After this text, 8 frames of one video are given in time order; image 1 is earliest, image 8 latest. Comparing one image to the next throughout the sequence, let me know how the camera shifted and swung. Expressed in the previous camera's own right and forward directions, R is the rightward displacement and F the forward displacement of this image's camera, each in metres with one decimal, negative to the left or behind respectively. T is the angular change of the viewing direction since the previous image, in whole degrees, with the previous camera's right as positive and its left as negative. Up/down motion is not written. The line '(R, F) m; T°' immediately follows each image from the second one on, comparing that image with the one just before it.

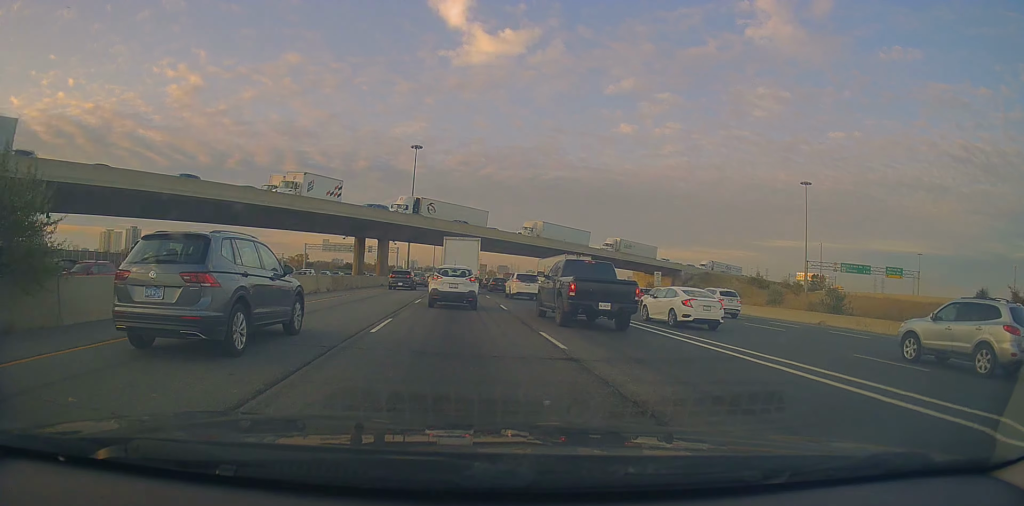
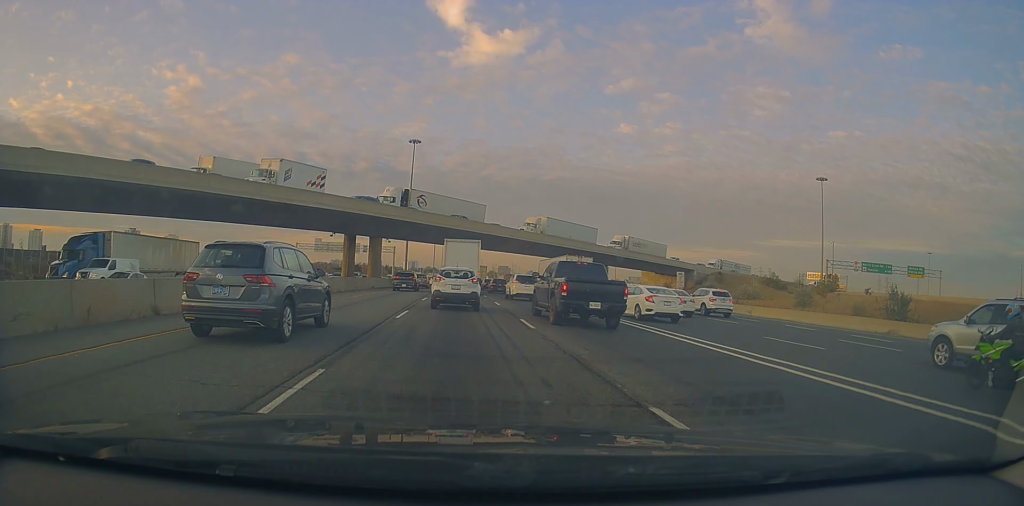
(-0.1, +7.6) m; -2°
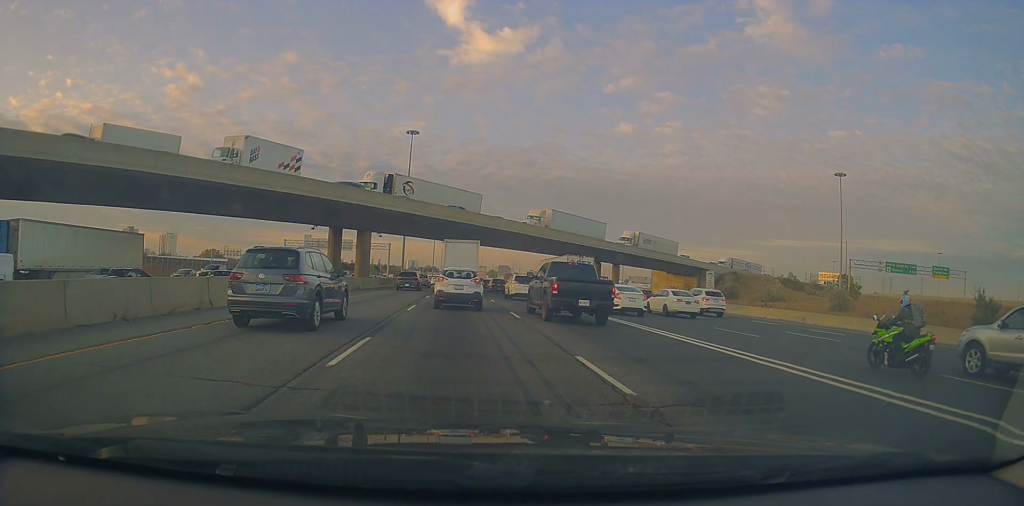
(-0.4, +8.3) m; -1°
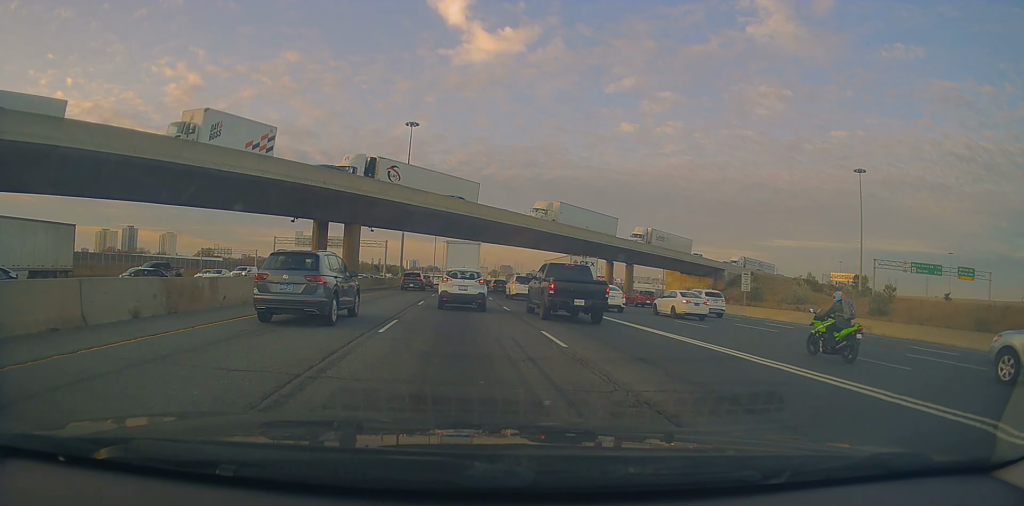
(+0.2, +7.4) m; +1°
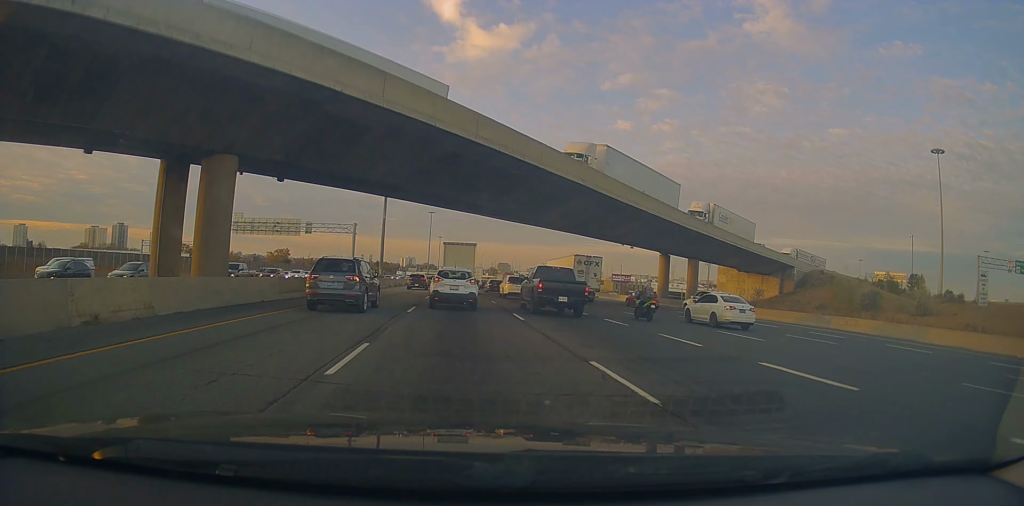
(+0.7, +29.0) m; 0°
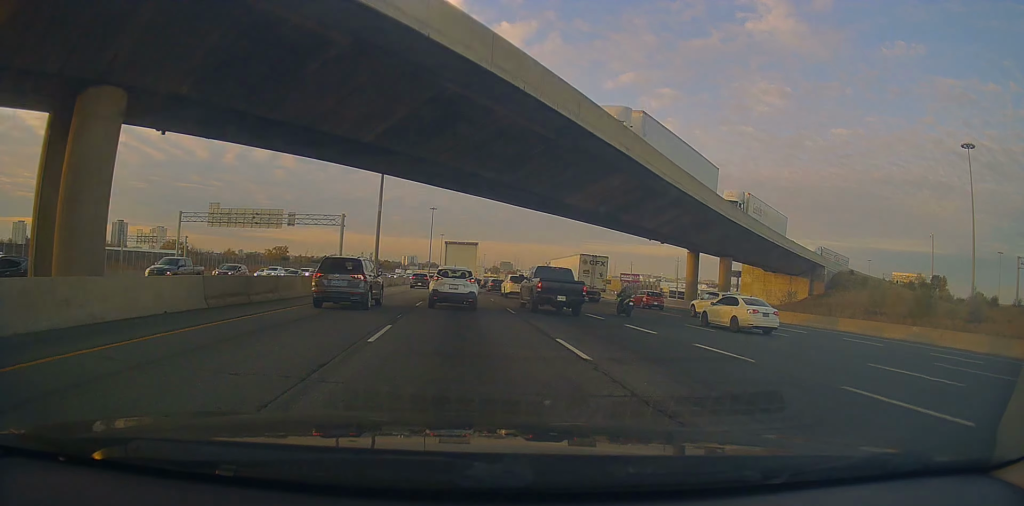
(-0.3, +8.5) m; -1°
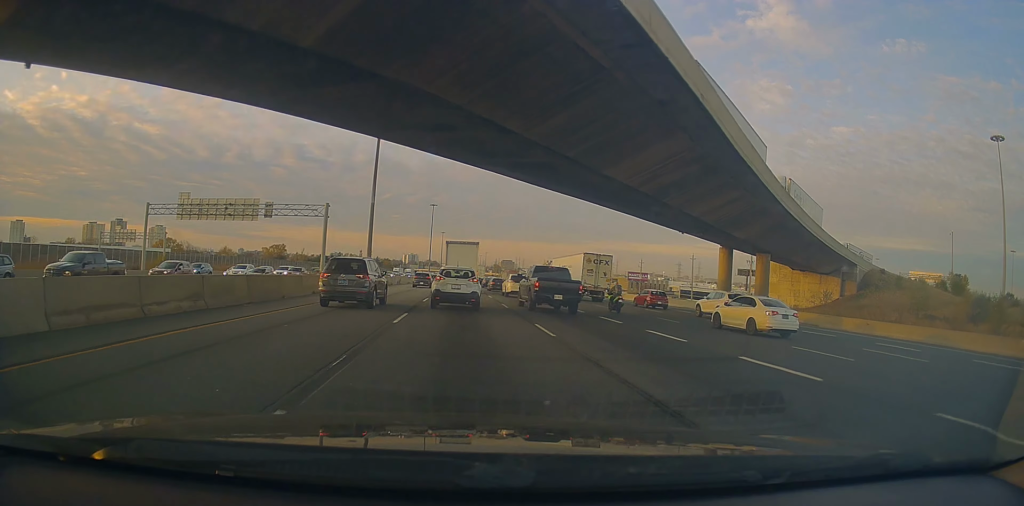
(+0.2, +8.2) m; +2°
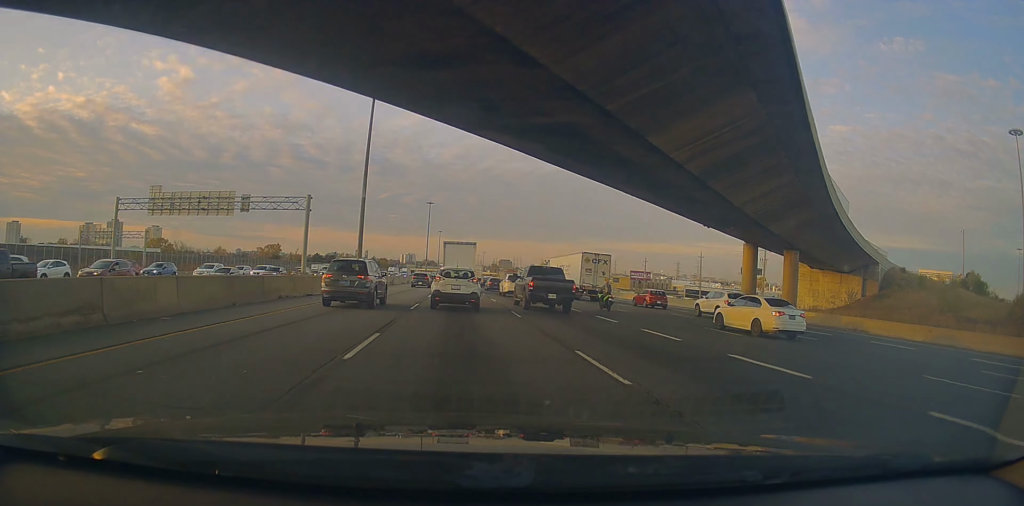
(0.0, +5.7) m; +1°
